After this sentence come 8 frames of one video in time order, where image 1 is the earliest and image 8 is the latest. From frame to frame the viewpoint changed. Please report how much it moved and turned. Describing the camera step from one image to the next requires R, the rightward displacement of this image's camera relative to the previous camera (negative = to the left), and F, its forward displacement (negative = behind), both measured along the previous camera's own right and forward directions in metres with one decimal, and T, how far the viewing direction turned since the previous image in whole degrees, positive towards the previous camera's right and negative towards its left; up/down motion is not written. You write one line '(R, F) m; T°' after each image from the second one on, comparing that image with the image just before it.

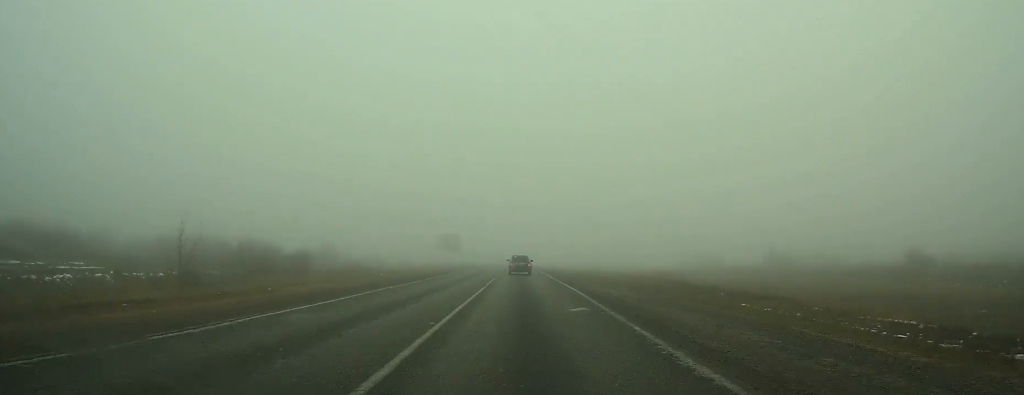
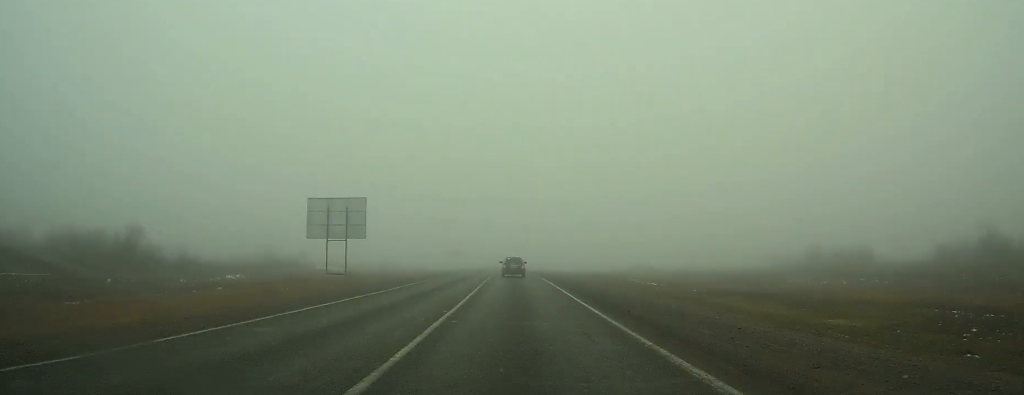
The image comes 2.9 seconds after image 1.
(-0.7, +60.3) m; -1°
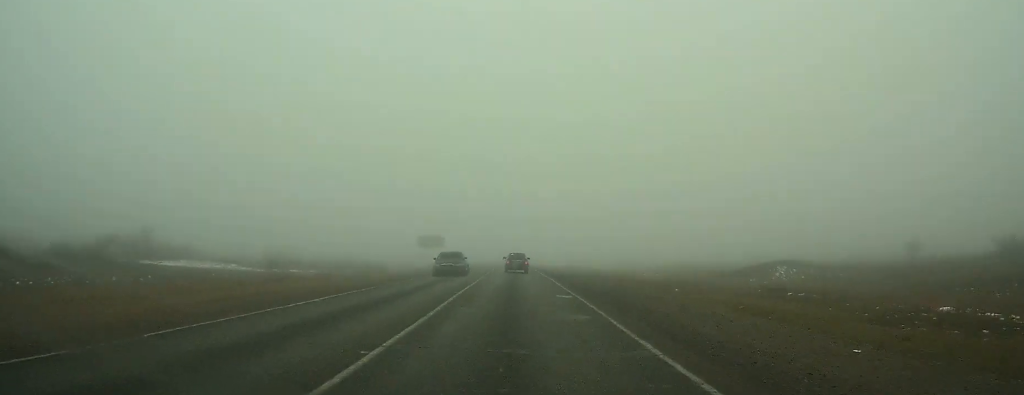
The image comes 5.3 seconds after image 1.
(-0.5, +54.4) m; -1°
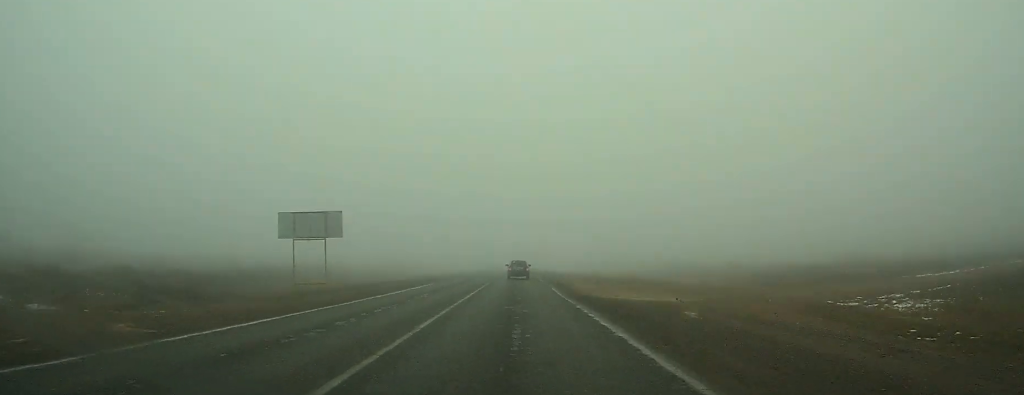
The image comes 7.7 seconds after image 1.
(-0.5, +52.8) m; -1°
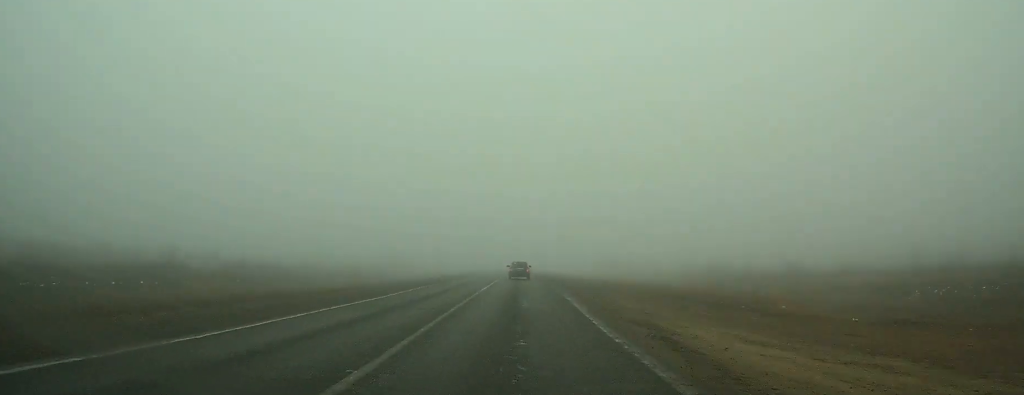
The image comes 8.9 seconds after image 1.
(-0.1, +29.3) m; 0°
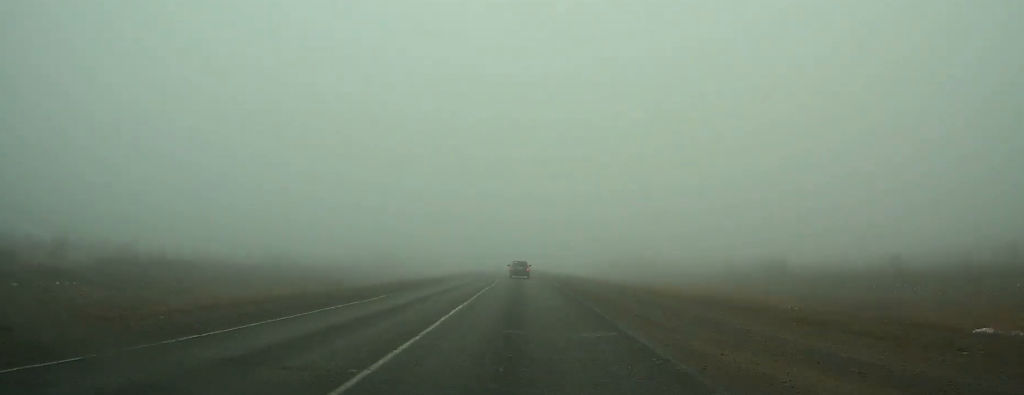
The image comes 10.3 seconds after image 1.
(-0.1, +30.4) m; 0°
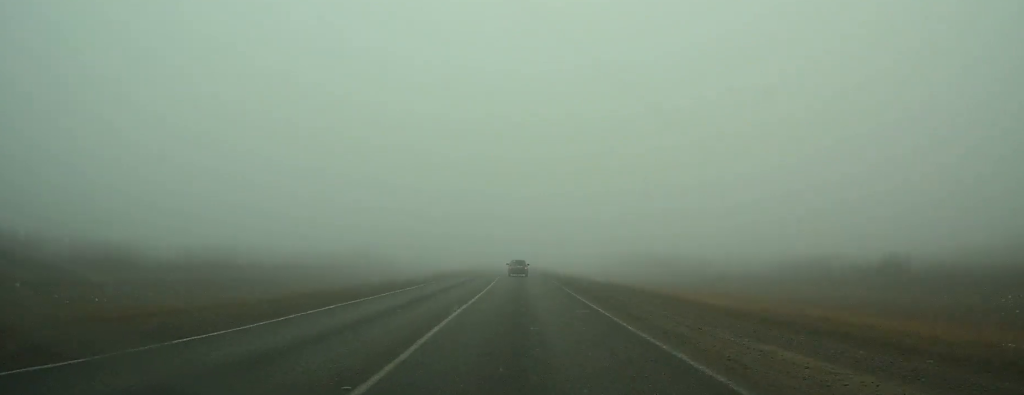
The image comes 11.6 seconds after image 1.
(-0.1, +30.1) m; 0°
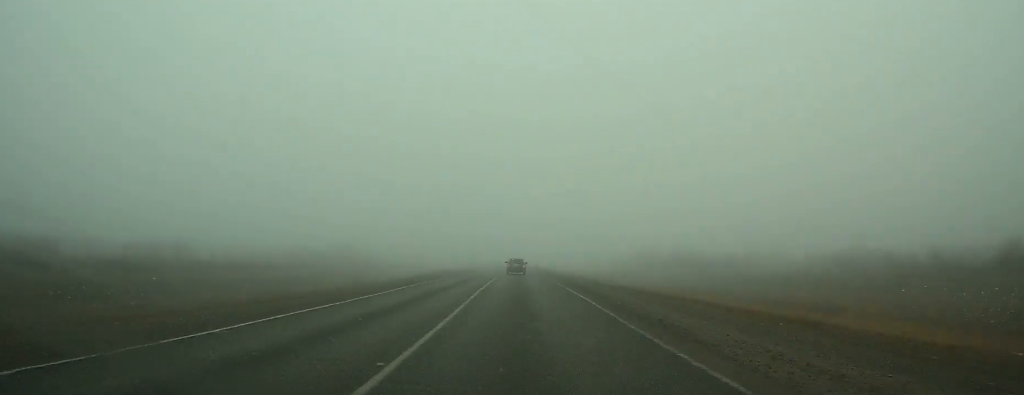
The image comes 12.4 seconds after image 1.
(0.0, +18.0) m; 0°
